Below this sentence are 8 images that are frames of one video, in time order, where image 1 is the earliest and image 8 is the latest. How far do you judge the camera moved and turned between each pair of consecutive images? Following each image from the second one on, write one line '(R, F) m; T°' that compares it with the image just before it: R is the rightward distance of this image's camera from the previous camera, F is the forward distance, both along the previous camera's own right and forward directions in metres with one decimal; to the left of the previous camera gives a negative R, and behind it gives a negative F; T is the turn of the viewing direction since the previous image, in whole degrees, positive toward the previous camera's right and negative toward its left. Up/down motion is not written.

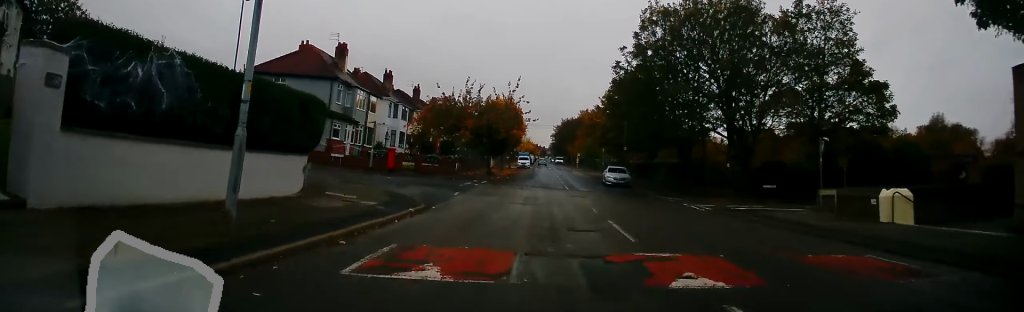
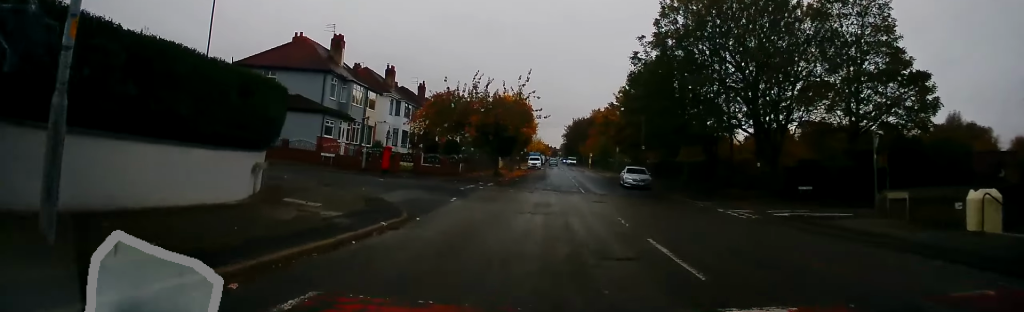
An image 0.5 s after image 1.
(-0.1, +3.9) m; -1°
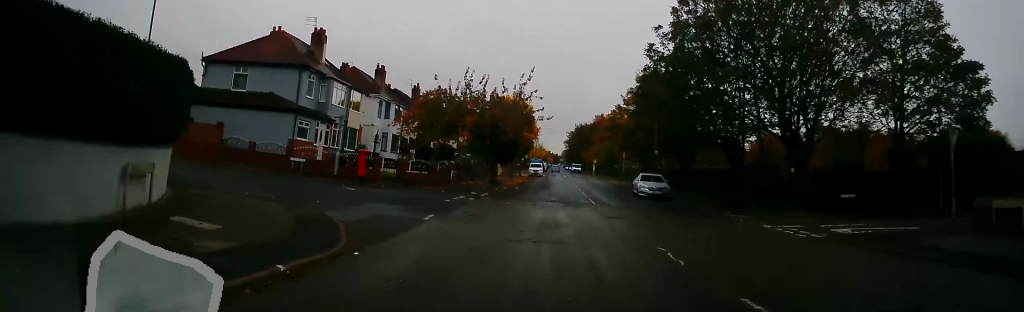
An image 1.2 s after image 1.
(0.0, +4.9) m; +1°
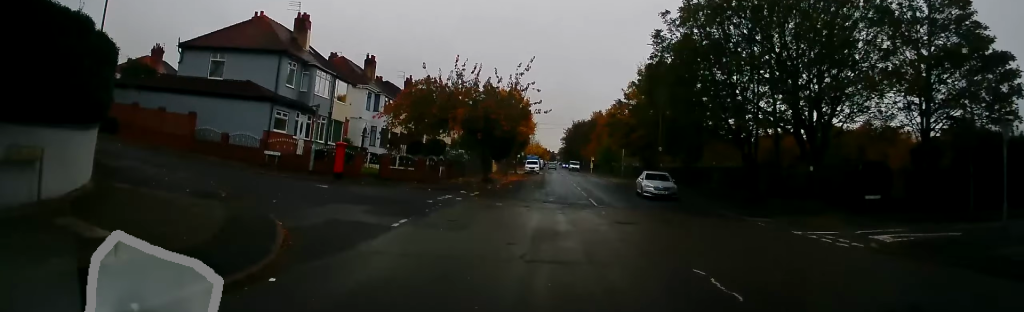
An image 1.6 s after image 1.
(0.0, +2.9) m; +1°
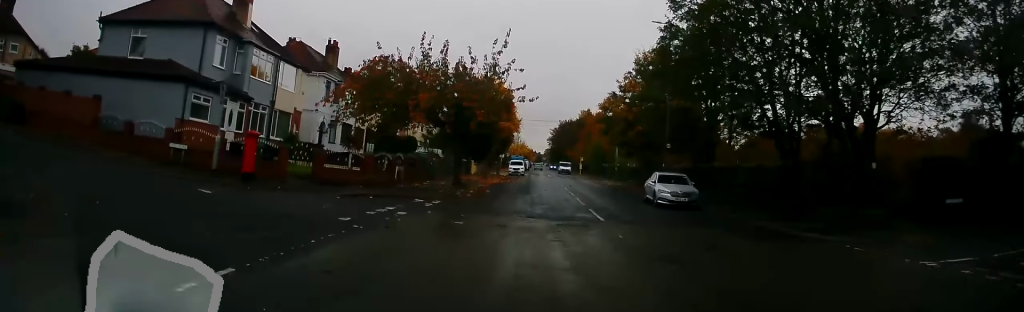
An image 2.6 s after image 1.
(+0.2, +7.0) m; +2°
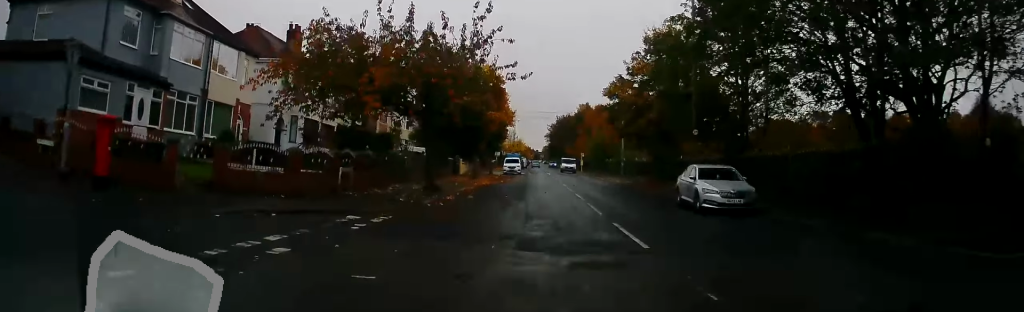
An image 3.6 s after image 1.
(0.0, +6.6) m; 0°
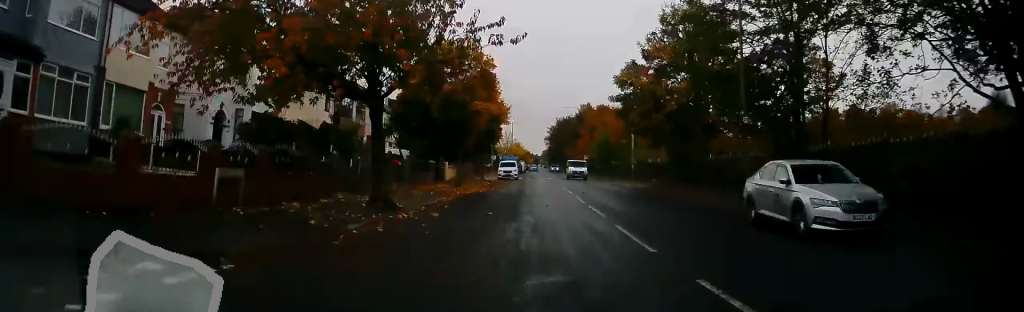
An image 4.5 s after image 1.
(0.0, +7.0) m; 0°
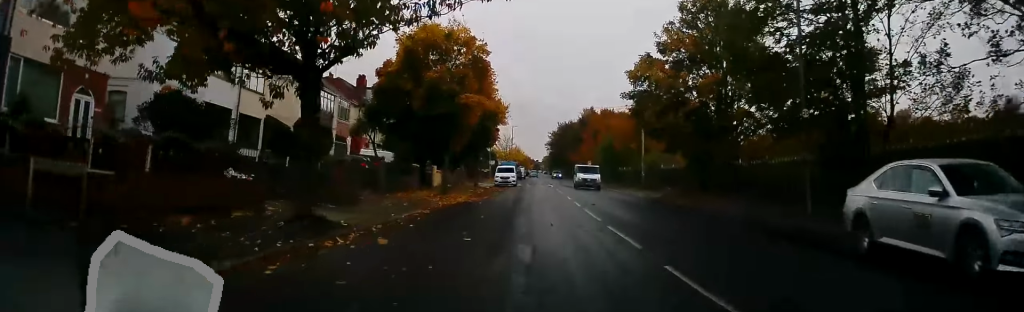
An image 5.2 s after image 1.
(0.0, +4.9) m; -1°
